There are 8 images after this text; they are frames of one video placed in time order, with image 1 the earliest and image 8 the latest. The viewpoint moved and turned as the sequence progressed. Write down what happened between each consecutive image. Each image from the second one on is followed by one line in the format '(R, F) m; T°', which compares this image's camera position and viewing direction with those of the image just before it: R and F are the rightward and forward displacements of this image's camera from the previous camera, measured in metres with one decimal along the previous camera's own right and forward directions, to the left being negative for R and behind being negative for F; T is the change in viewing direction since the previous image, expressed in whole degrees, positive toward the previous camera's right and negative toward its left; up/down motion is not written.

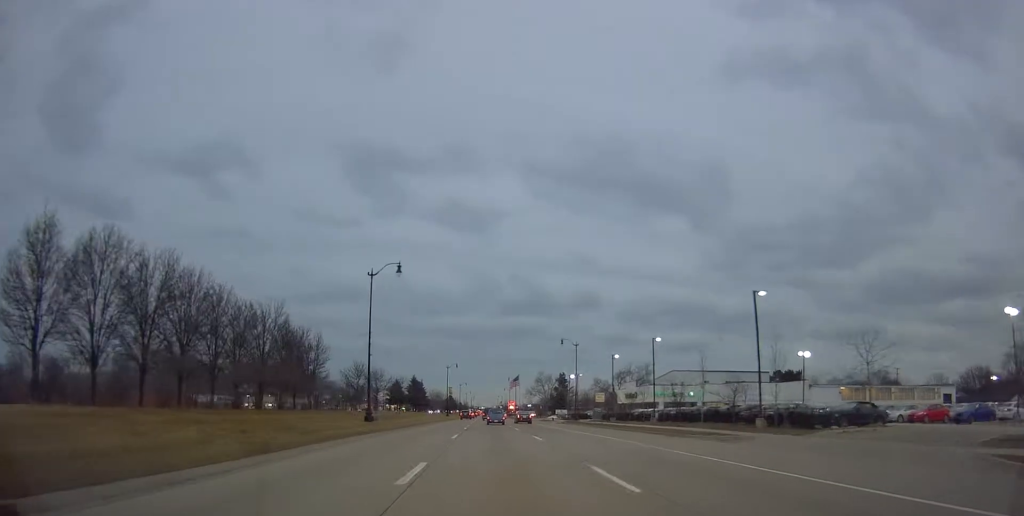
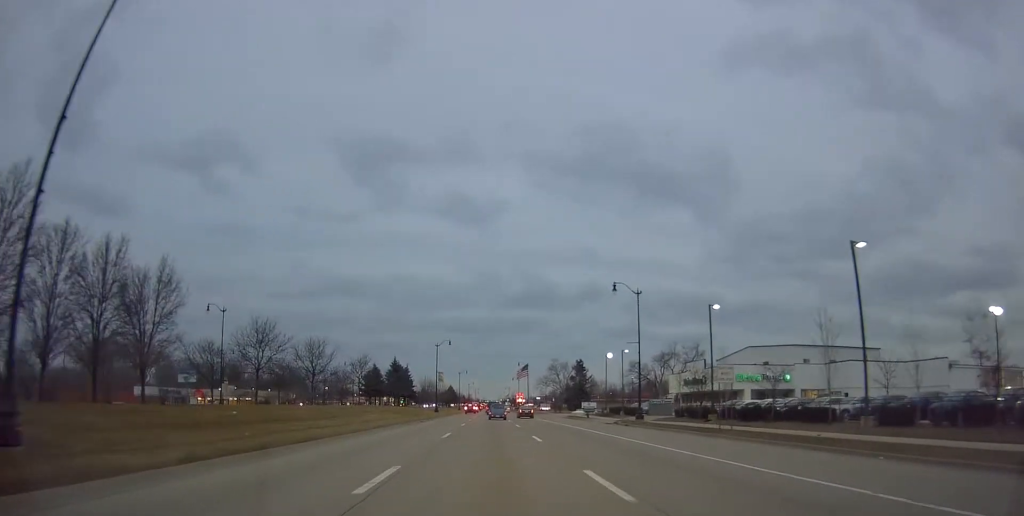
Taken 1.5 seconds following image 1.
(-1.0, +32.6) m; -1°
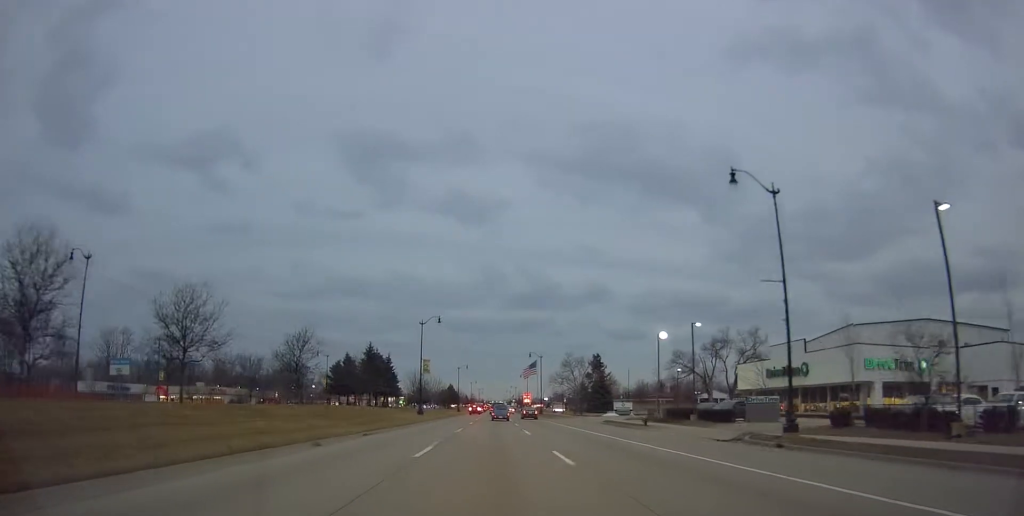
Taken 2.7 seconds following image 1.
(+0.7, +24.1) m; +1°
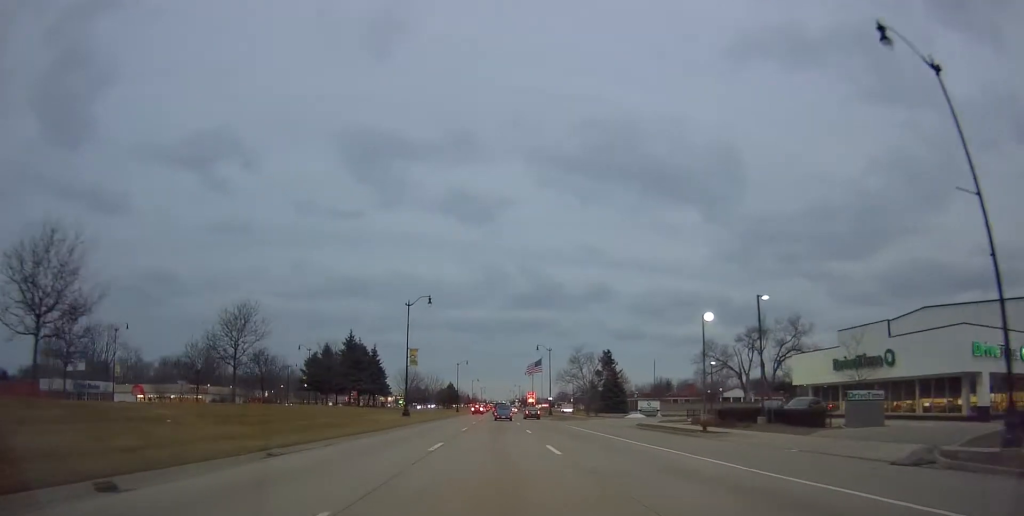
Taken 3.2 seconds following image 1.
(-0.2, +12.1) m; 0°
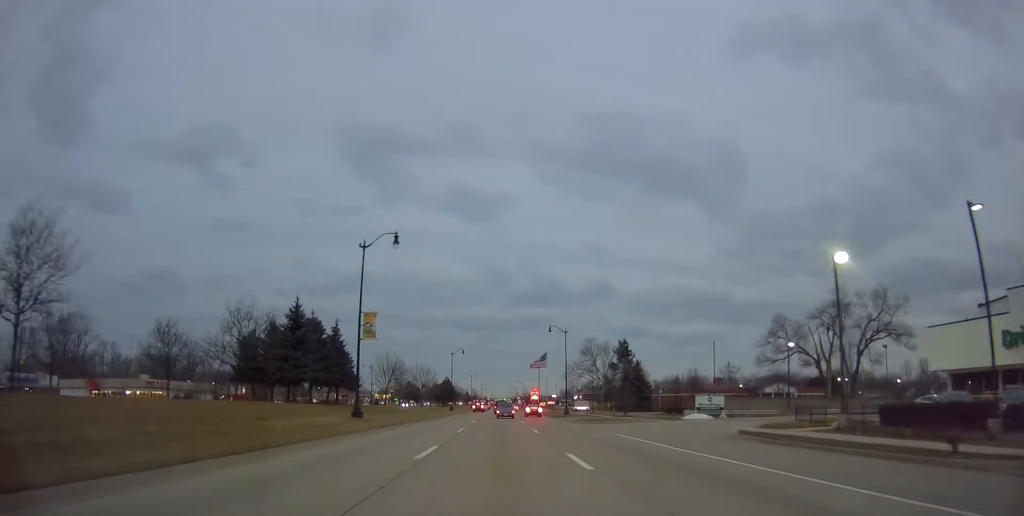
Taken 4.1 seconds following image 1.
(+0.1, +19.2) m; -1°
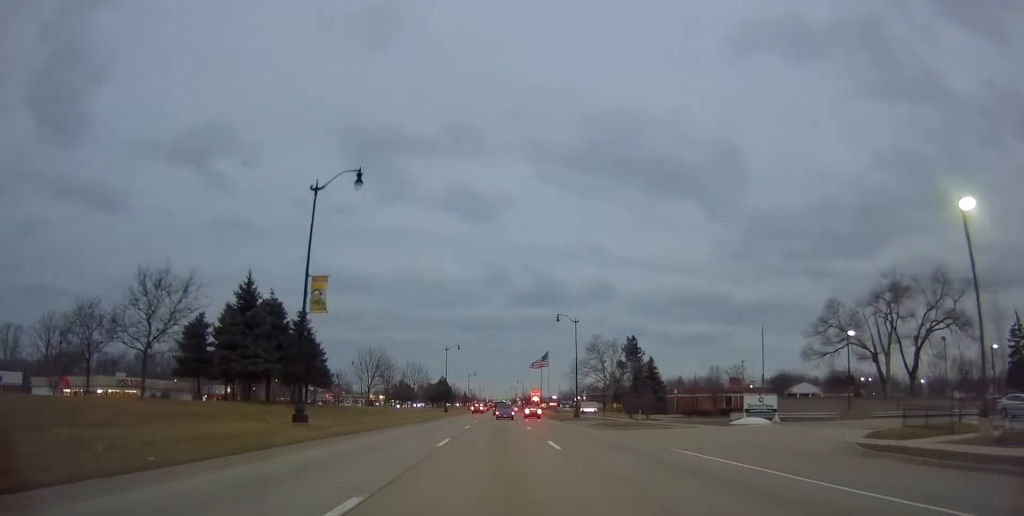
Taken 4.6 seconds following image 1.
(+0.3, +9.9) m; -1°
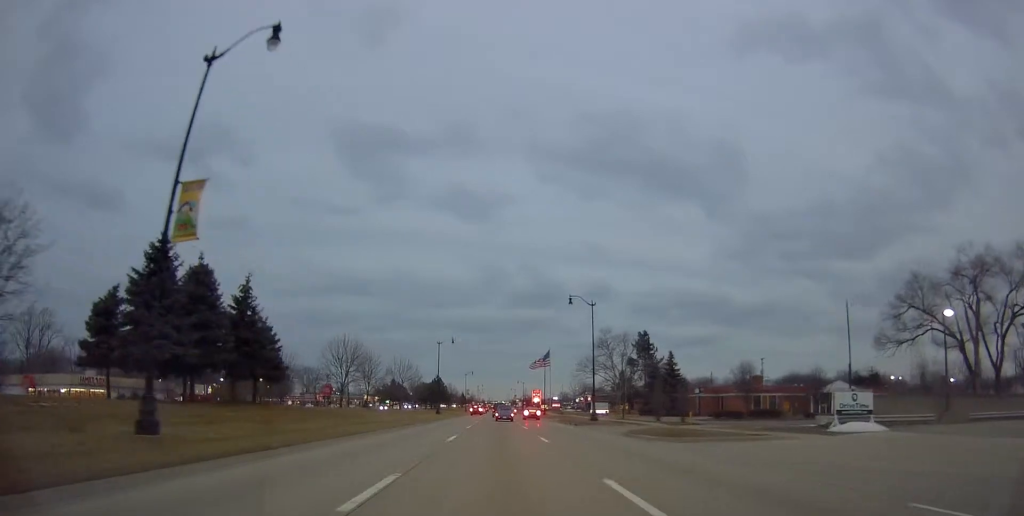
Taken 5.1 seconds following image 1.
(-0.4, +11.3) m; -1°
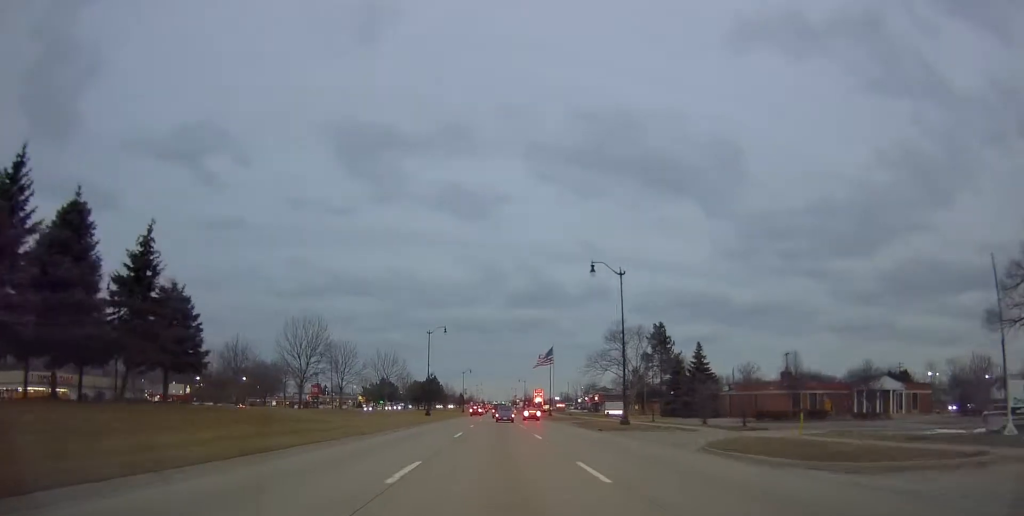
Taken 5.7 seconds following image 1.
(-0.2, +12.0) m; -1°
